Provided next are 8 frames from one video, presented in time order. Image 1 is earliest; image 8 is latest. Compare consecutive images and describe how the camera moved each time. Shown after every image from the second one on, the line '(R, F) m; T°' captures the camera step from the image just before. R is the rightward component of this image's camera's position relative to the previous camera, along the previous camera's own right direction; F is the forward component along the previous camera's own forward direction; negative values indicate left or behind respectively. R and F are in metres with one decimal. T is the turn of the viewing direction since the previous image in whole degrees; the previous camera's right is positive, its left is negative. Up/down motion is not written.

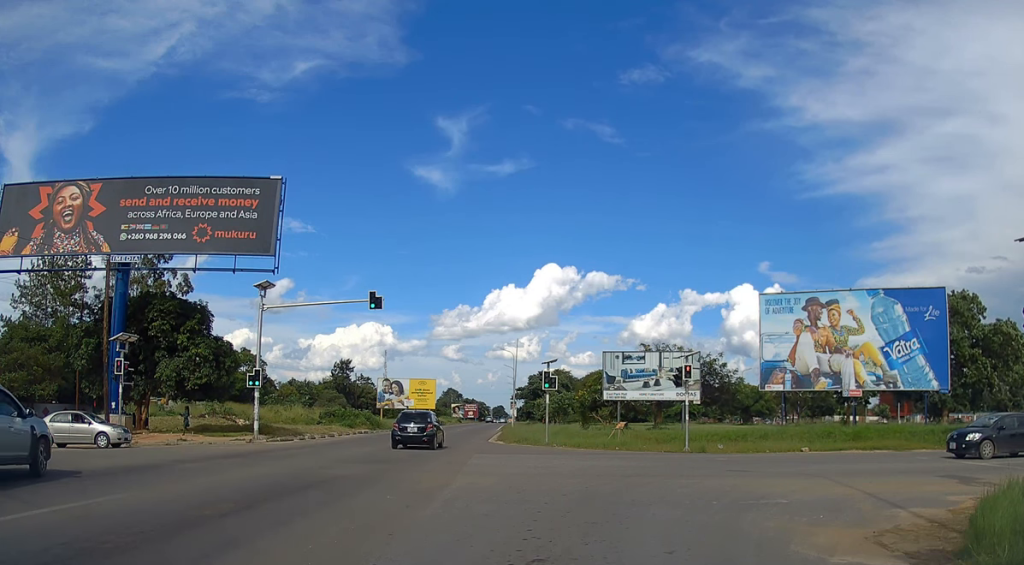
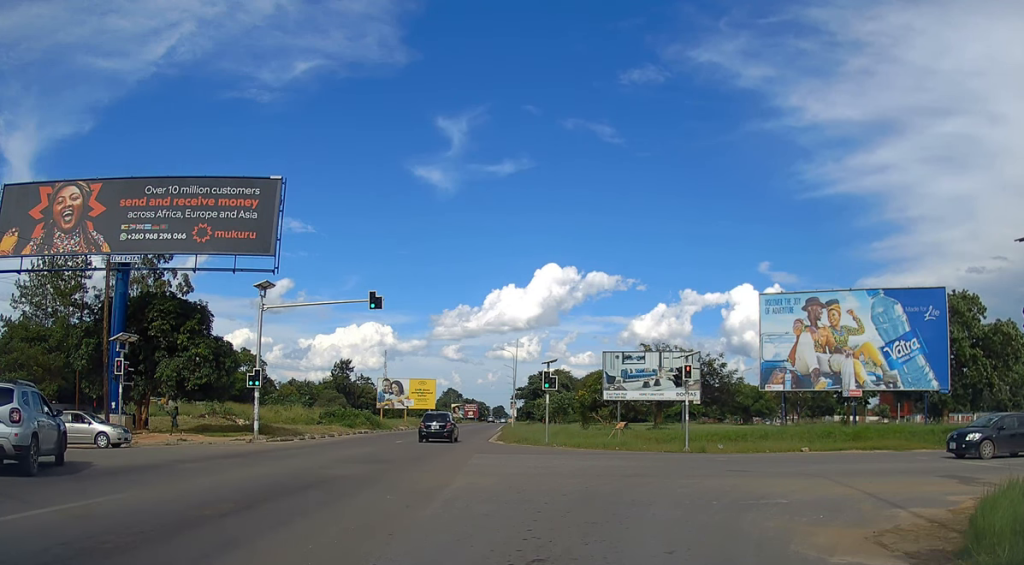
(0.0, 0.0) m; 0°
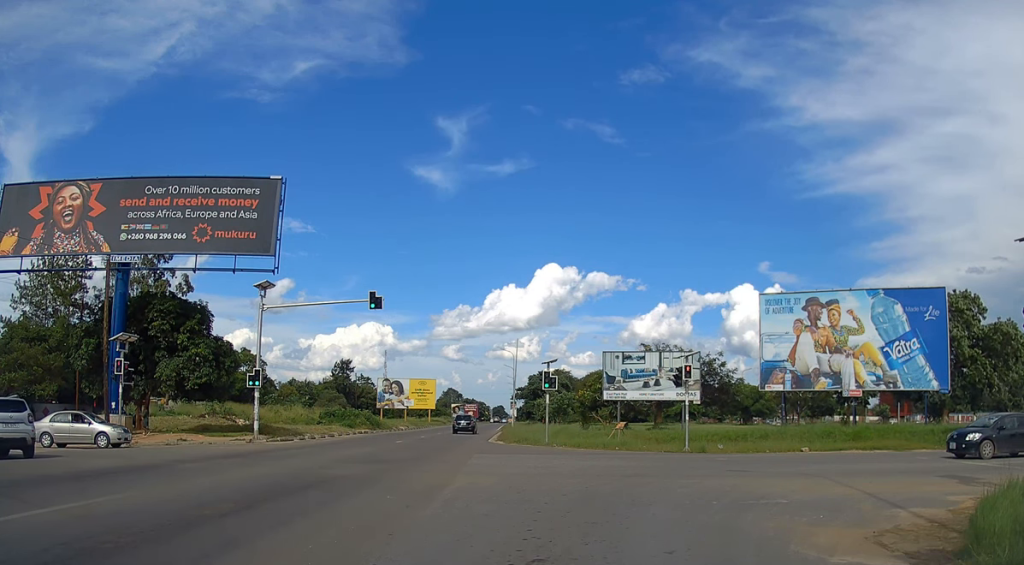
(0.0, 0.0) m; 0°
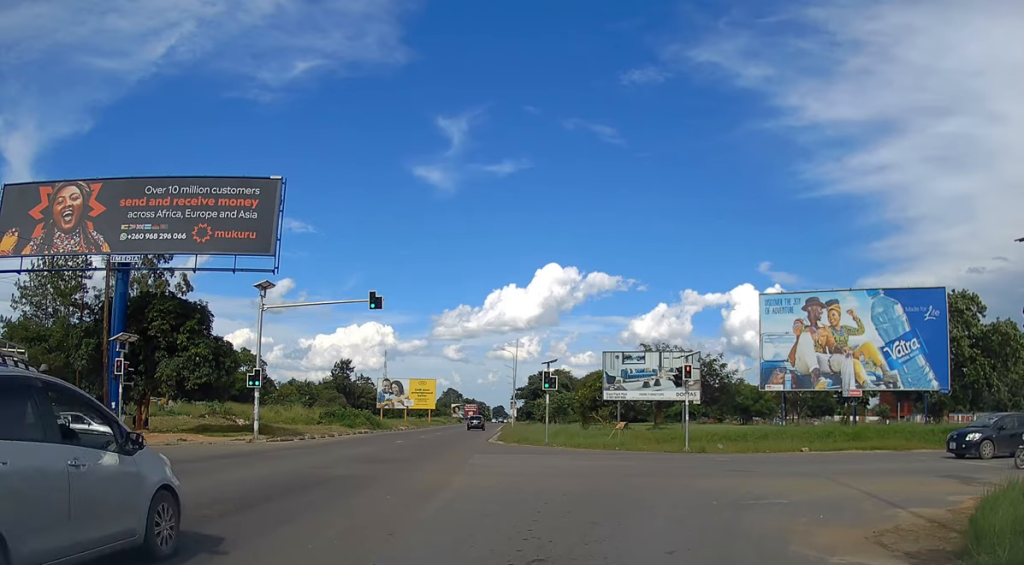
(0.0, 0.0) m; 0°
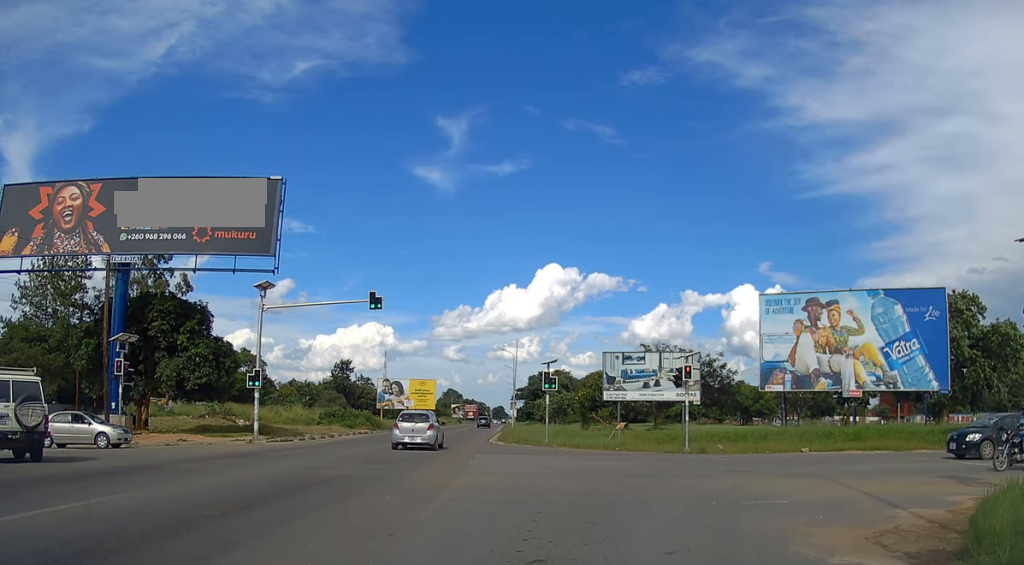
(0.0, 0.0) m; 0°
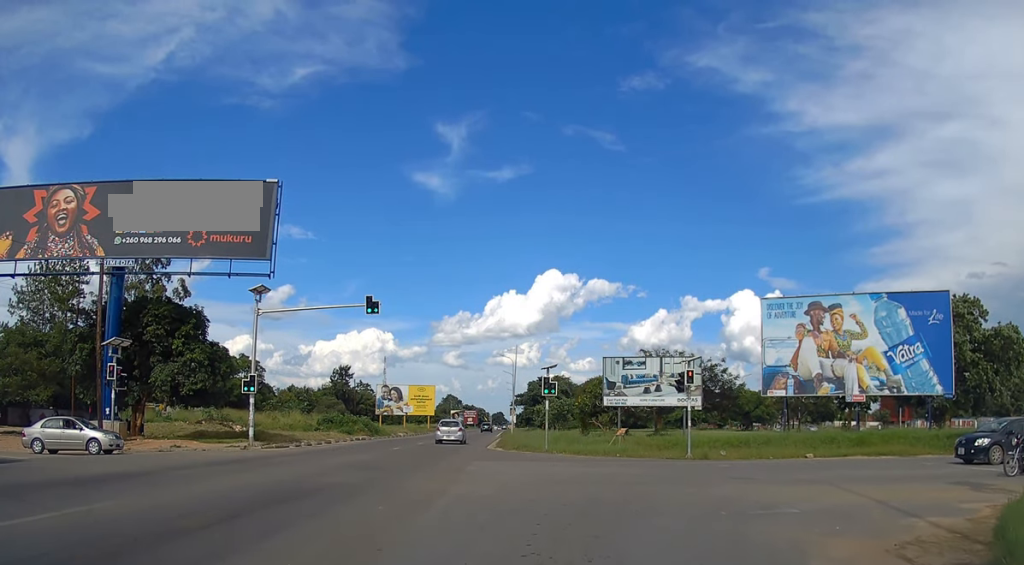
(0.0, +0.3) m; 0°
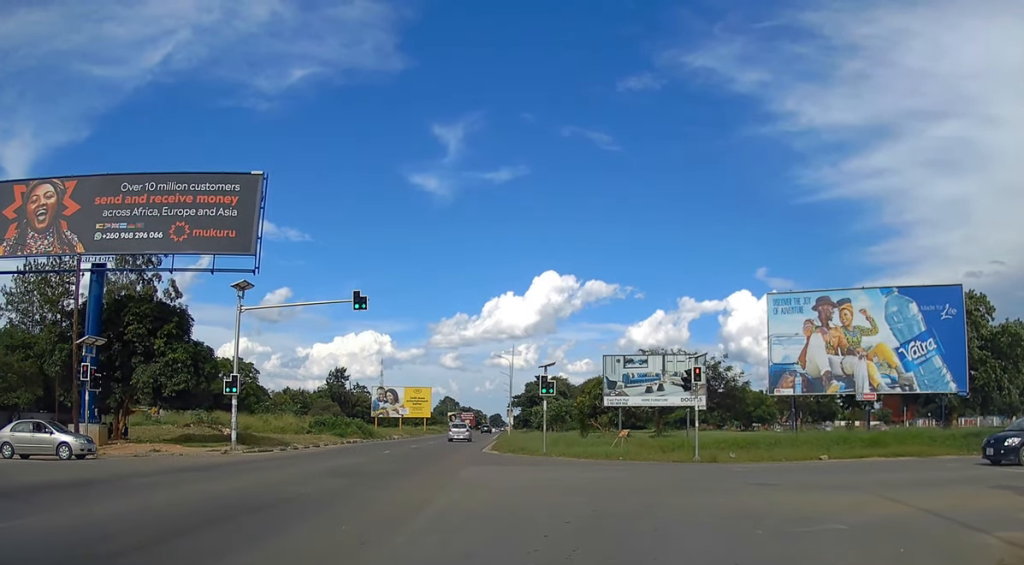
(0.0, +0.7) m; 0°
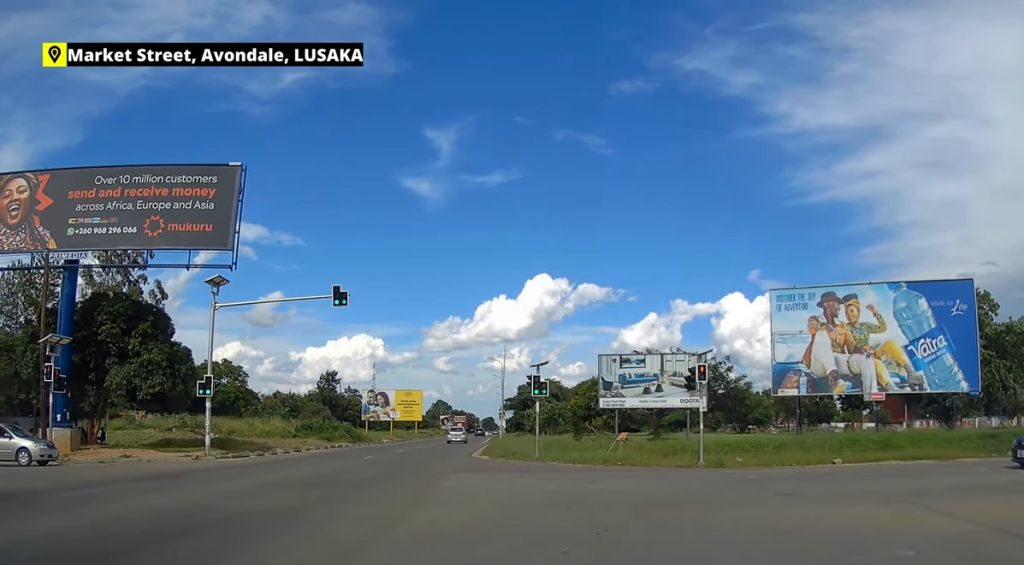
(0.0, +1.6) m; -1°
